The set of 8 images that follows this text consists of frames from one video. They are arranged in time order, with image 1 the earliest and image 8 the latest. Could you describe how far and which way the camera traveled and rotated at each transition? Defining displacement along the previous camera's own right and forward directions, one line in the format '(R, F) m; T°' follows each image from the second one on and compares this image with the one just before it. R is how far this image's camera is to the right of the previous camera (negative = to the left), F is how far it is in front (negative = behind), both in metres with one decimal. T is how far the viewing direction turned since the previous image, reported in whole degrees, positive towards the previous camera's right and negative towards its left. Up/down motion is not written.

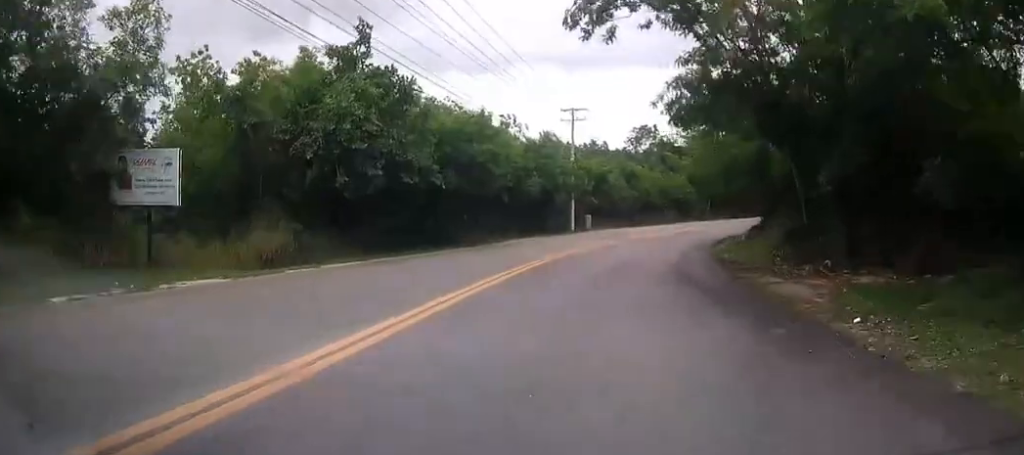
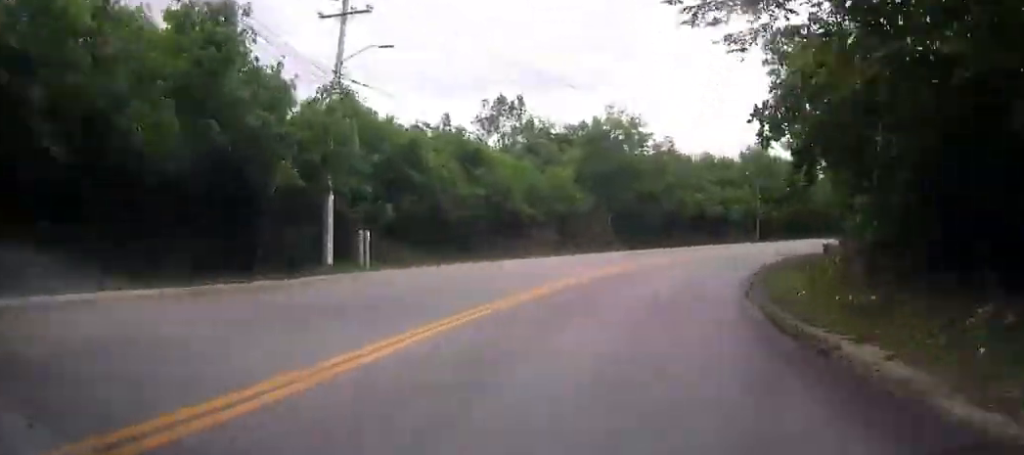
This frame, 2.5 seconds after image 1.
(+5.2, +36.9) m; +17°
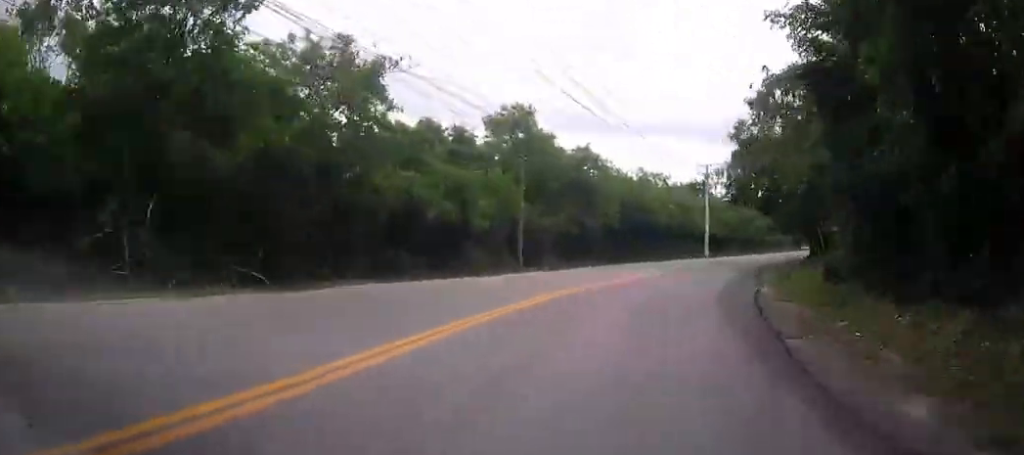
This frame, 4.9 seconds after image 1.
(+5.1, +36.9) m; +17°
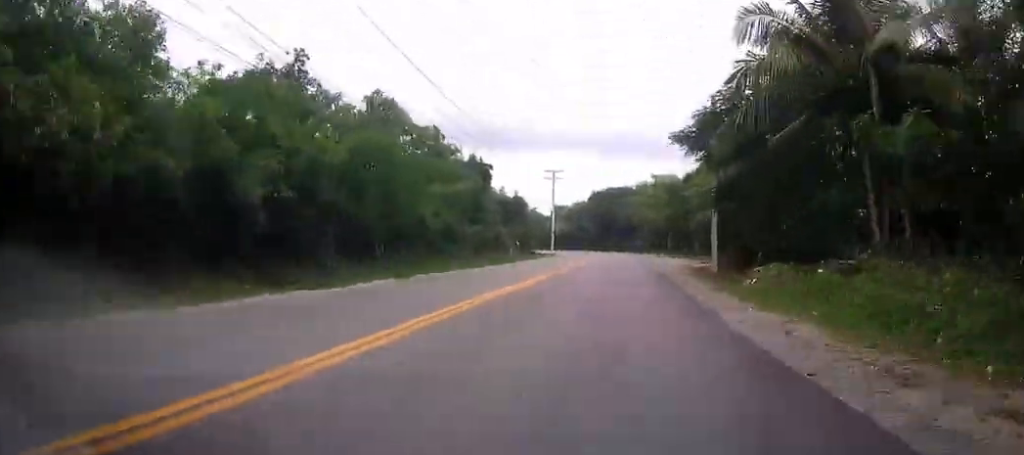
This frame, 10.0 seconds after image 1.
(+20.0, +78.4) m; +20°
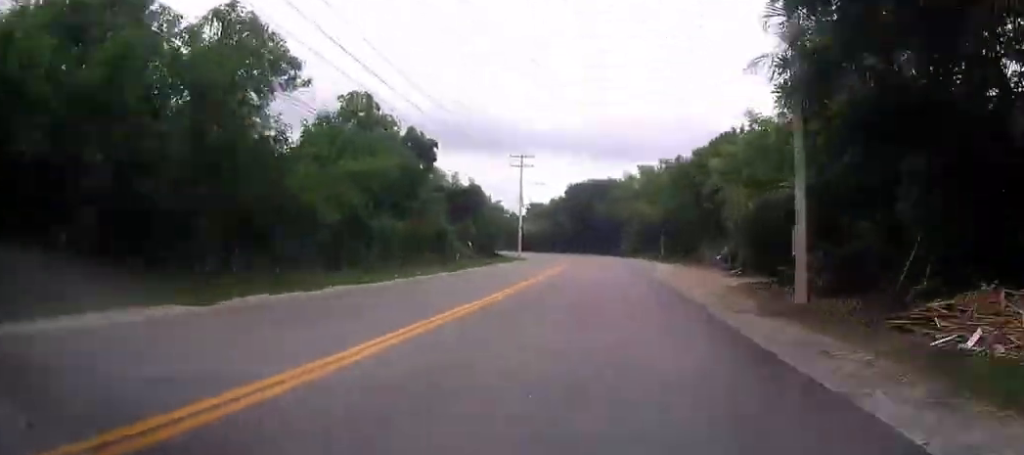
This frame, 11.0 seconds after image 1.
(+0.3, +15.8) m; +1°
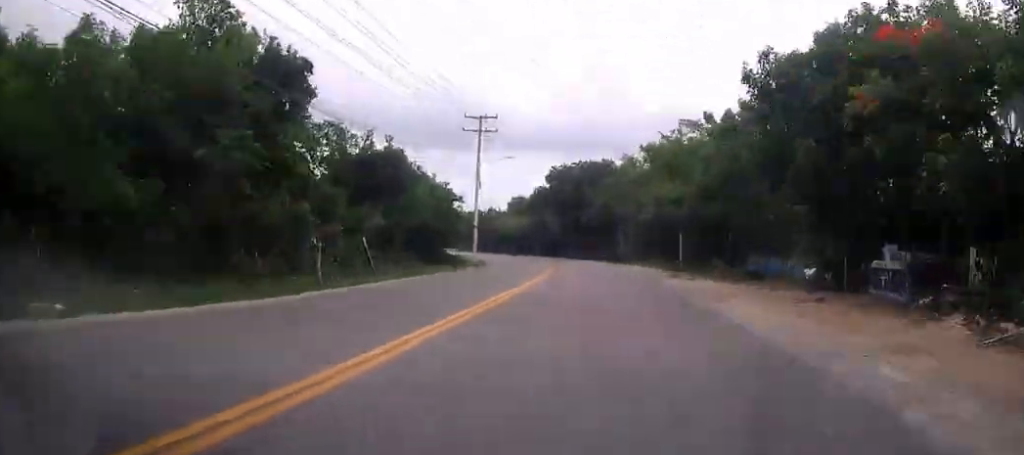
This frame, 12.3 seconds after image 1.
(+0.1, +20.4) m; -1°
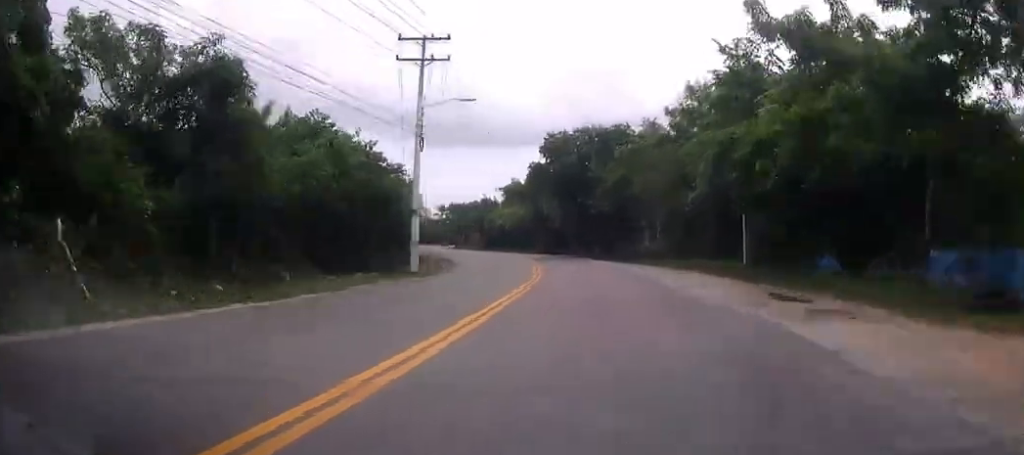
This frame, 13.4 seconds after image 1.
(+0.4, +17.3) m; -1°
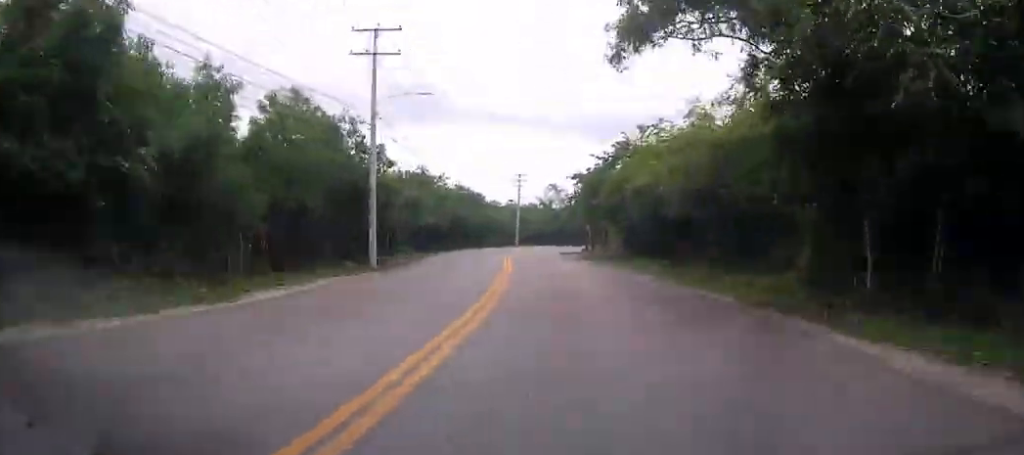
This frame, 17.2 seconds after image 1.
(-5.5, +60.9) m; -11°
